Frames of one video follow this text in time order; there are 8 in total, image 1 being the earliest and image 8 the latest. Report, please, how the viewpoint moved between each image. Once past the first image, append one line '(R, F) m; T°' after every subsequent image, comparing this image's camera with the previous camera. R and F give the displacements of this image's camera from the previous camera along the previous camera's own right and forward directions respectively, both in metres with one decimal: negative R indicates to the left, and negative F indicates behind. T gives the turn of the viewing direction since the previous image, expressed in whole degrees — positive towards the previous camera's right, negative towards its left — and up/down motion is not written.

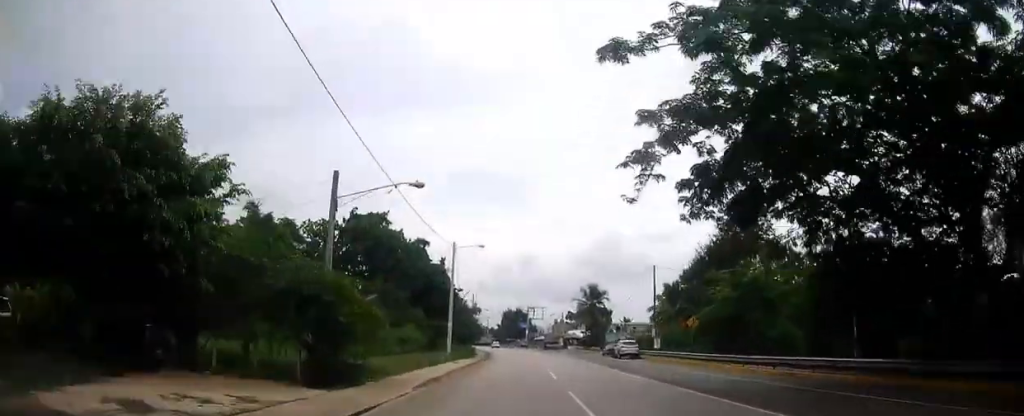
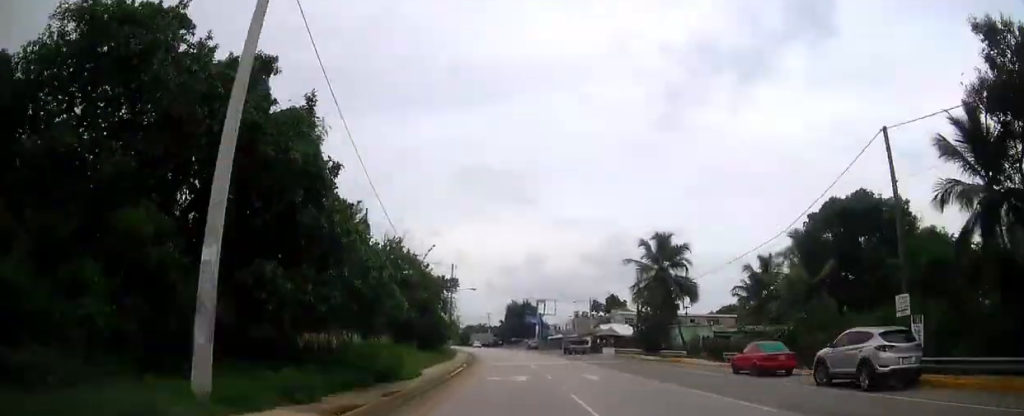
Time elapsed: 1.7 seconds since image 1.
(-0.4, +38.7) m; -1°
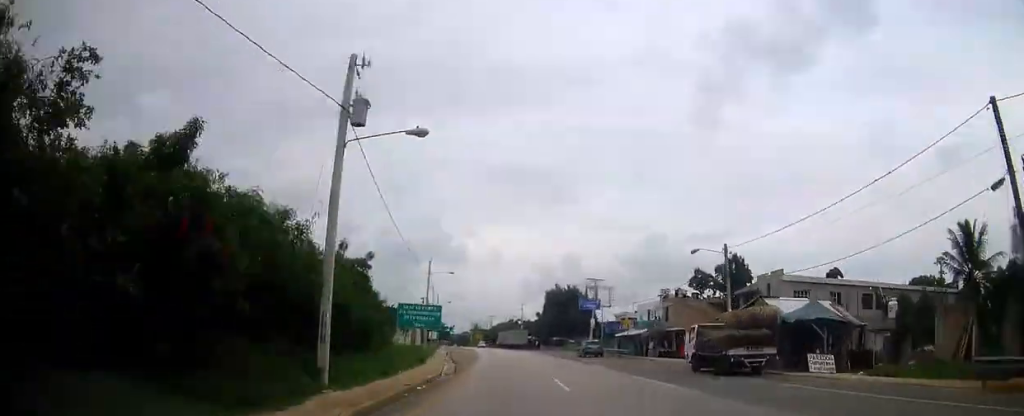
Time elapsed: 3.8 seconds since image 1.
(-0.8, +47.8) m; -3°
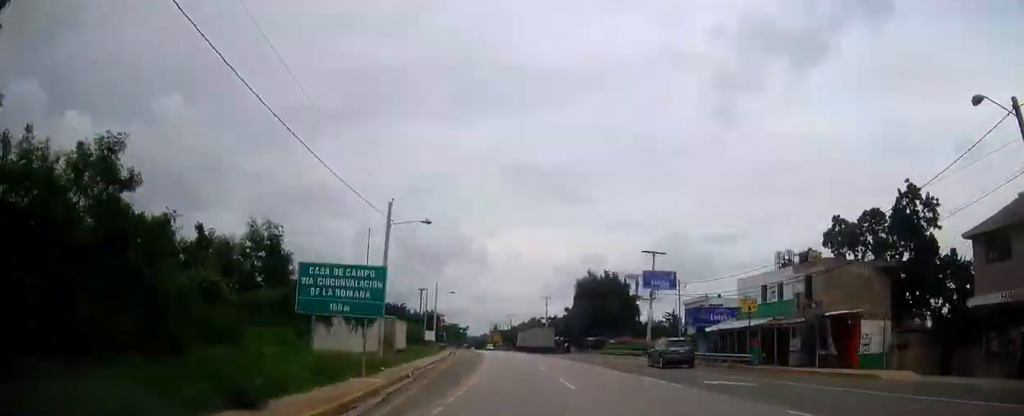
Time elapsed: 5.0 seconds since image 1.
(-0.2, +27.5) m; -2°
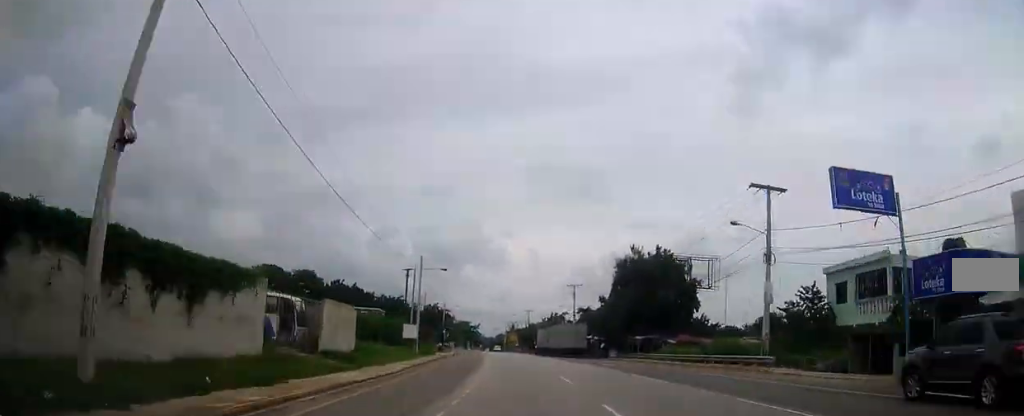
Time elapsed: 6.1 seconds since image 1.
(-0.5, +25.1) m; -2°
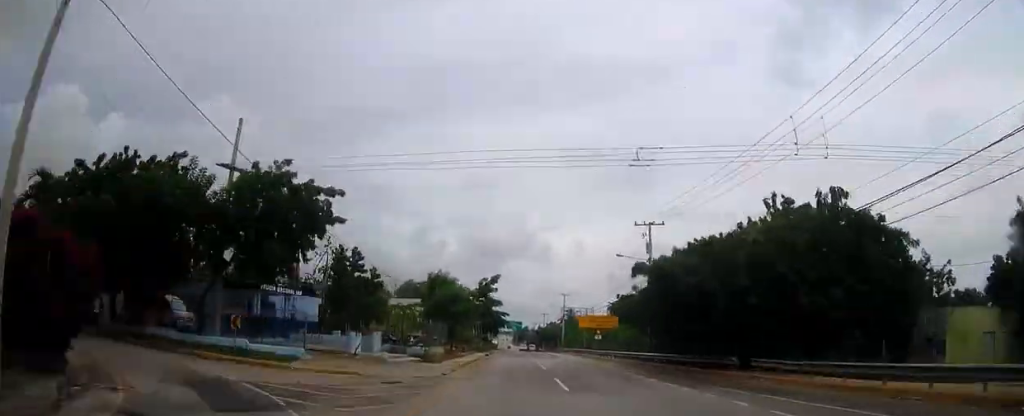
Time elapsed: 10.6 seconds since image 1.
(-5.0, +102.6) m; -5°
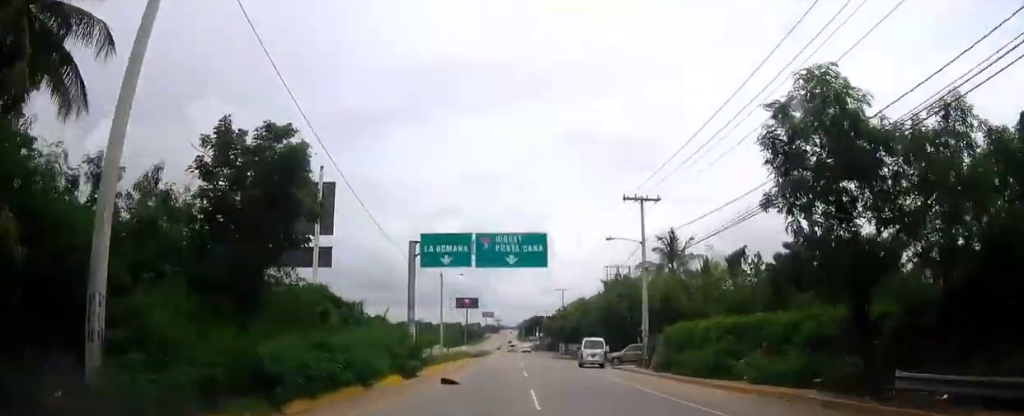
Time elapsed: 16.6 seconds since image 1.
(-1.8, +131.8) m; -1°
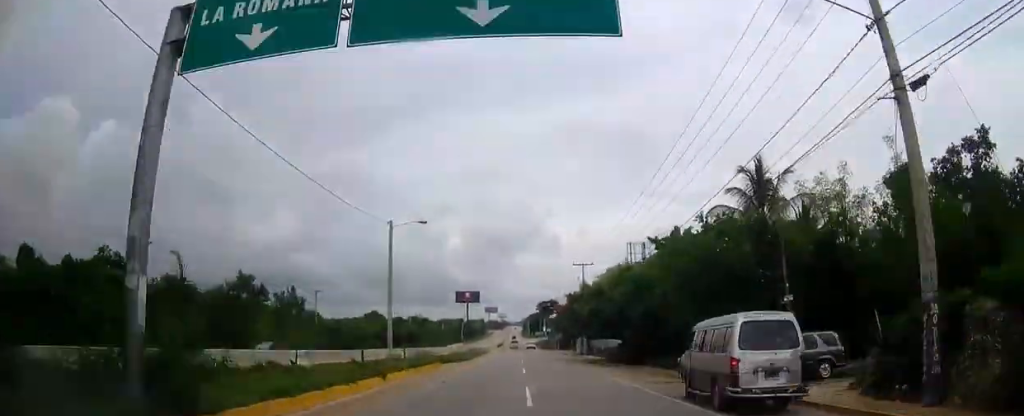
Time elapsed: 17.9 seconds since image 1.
(+0.2, +27.7) m; 0°
